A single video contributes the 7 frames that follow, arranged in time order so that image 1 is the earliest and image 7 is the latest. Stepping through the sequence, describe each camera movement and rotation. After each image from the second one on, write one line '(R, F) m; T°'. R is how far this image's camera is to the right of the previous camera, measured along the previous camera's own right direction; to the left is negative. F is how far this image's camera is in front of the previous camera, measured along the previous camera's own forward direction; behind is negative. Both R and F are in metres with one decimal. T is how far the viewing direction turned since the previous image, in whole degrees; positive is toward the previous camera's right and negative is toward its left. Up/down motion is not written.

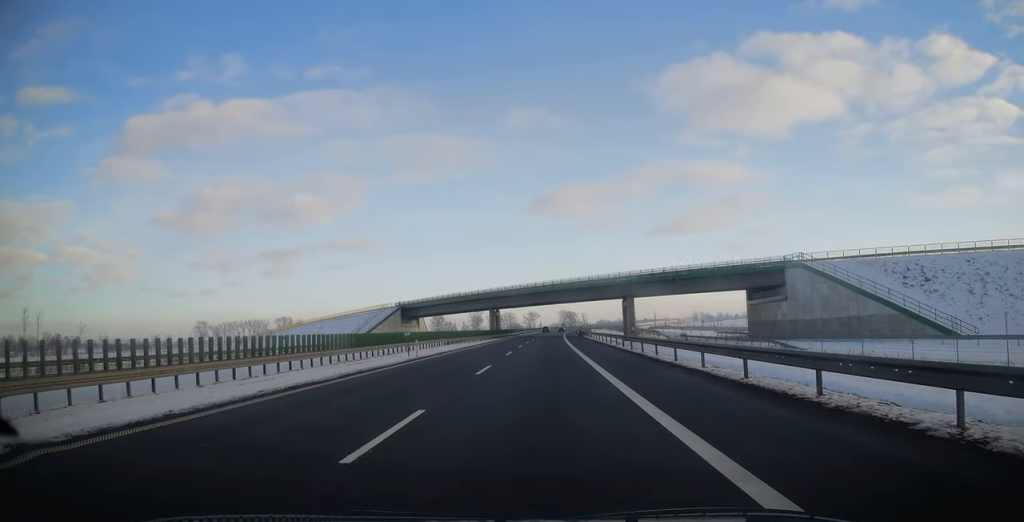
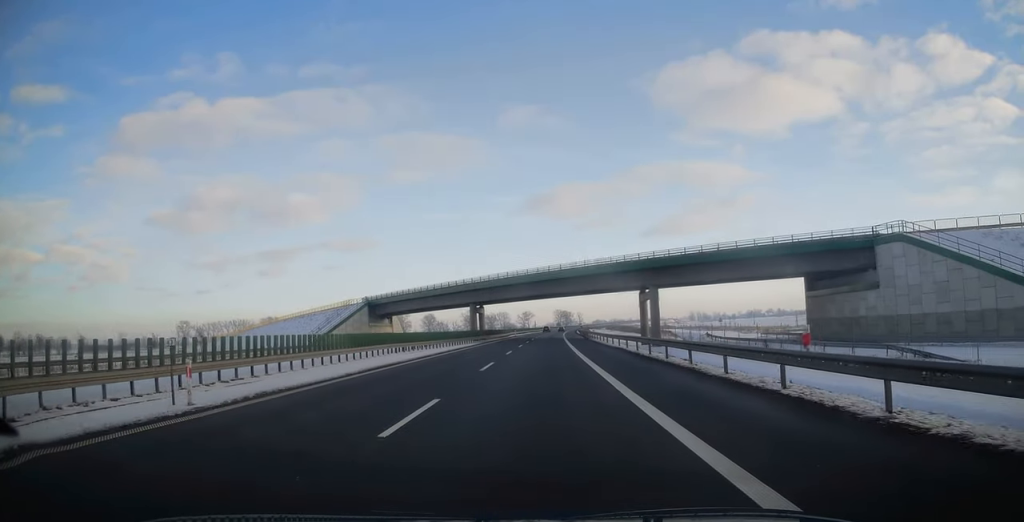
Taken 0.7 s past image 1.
(+0.2, +22.3) m; +1°
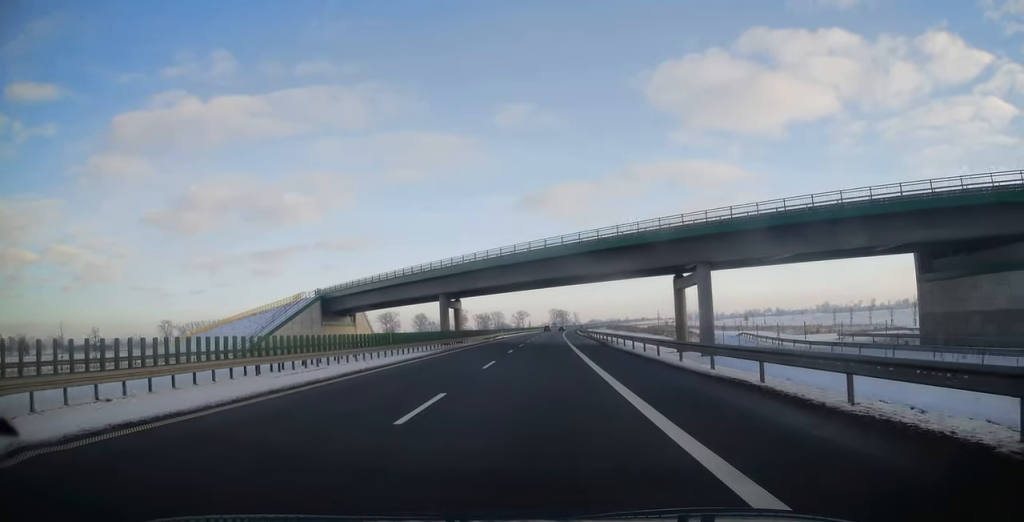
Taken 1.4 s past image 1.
(0.0, +22.8) m; 0°
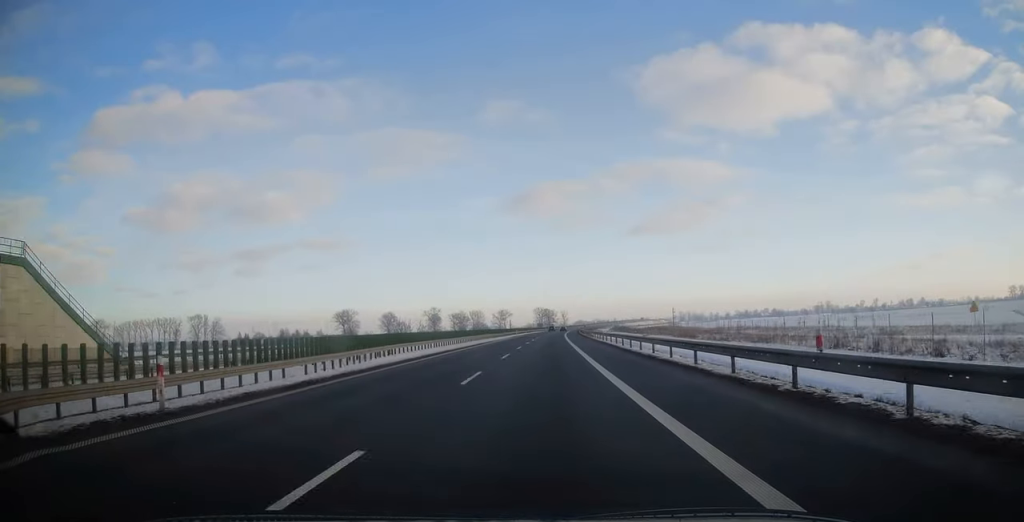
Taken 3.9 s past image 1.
(+1.3, +77.2) m; +2°
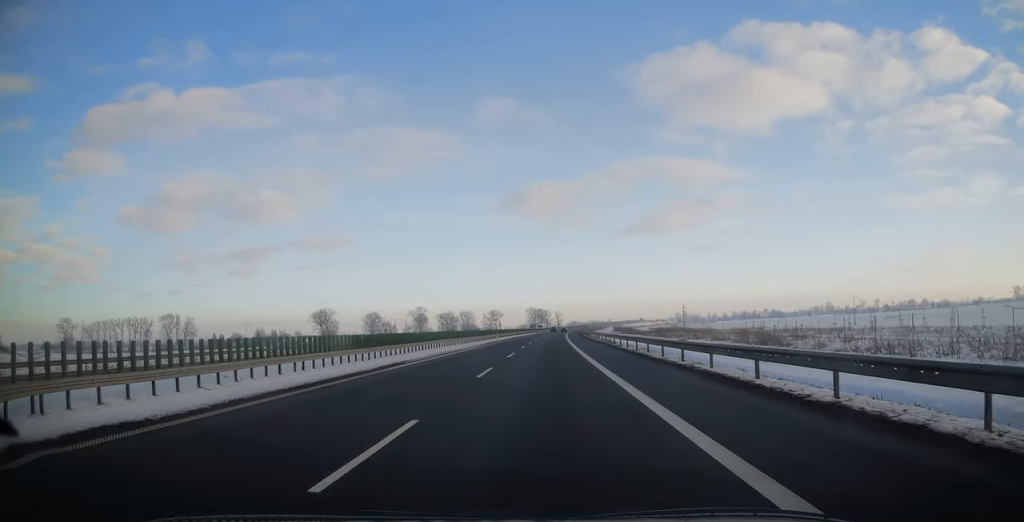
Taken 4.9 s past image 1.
(+0.1, +33.3) m; +1°
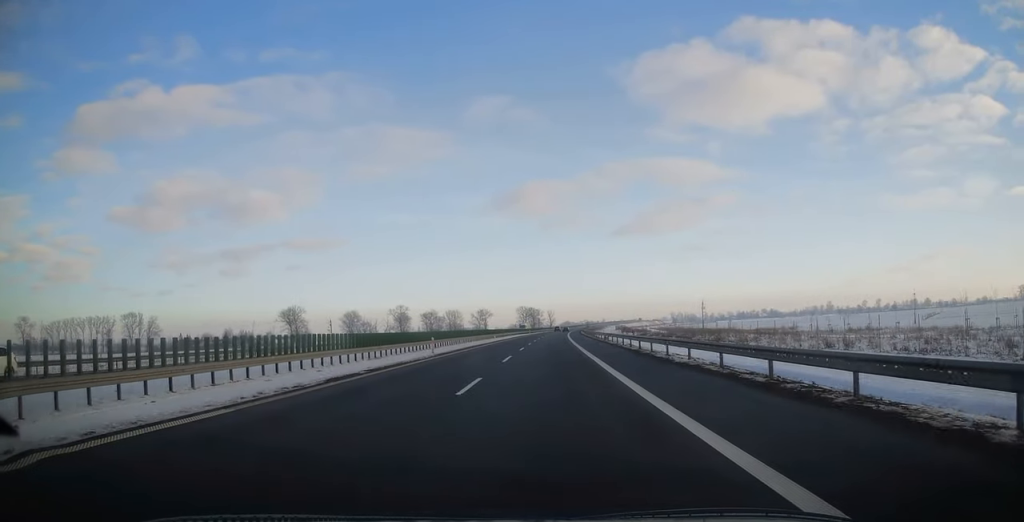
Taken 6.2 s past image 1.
(+0.3, +40.3) m; 0°
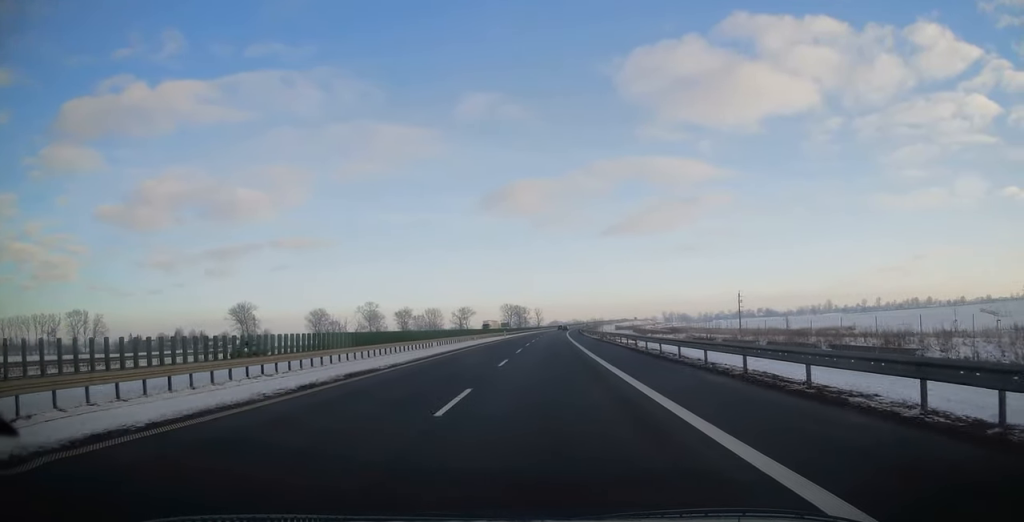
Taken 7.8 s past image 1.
(+0.3, +50.5) m; +2°
